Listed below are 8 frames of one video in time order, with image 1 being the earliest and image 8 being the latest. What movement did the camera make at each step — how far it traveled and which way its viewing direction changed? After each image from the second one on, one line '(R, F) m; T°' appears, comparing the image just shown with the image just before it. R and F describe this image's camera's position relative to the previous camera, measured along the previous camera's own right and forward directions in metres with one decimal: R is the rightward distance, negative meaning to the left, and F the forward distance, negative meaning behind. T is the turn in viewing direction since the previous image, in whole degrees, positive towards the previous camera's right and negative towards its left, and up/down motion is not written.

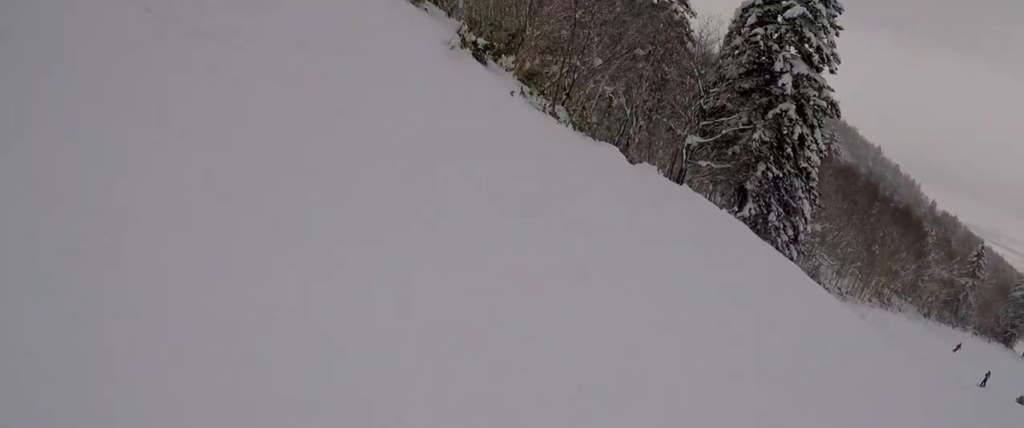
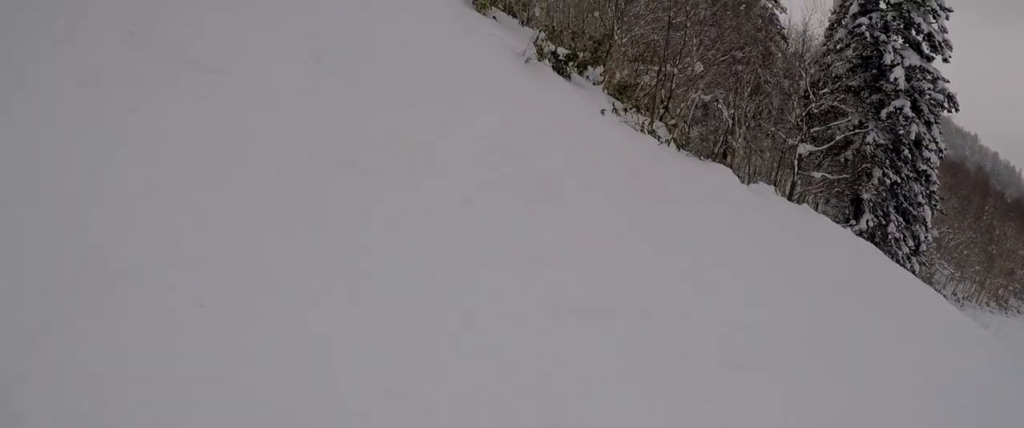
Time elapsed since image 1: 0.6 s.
(-0.3, +2.6) m; -8°
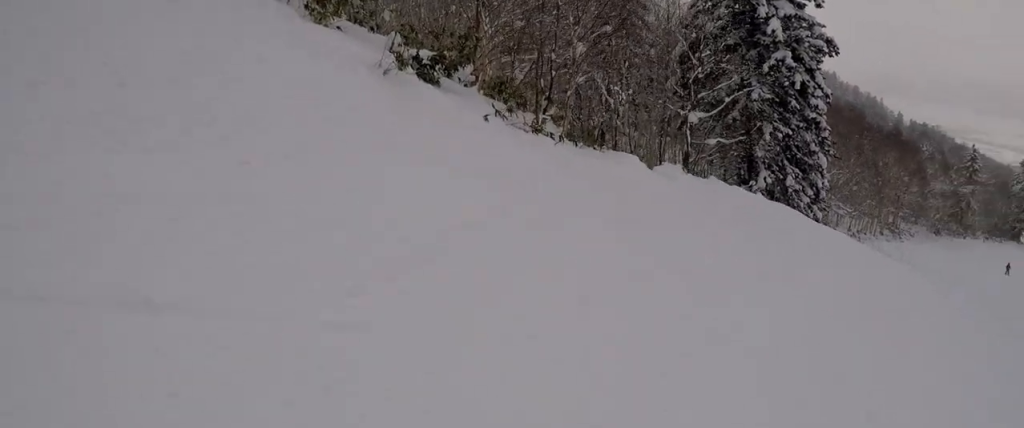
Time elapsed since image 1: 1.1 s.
(-0.1, +1.8) m; +8°
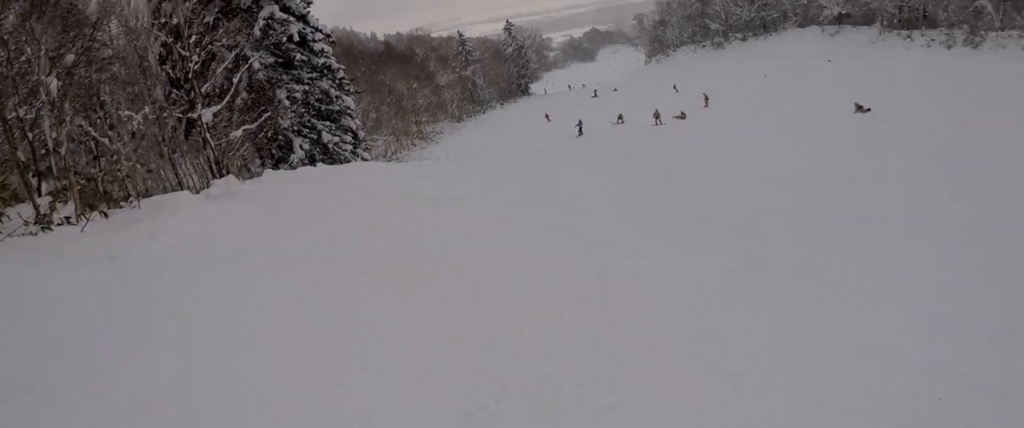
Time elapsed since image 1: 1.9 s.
(+0.1, +2.6) m; +28°
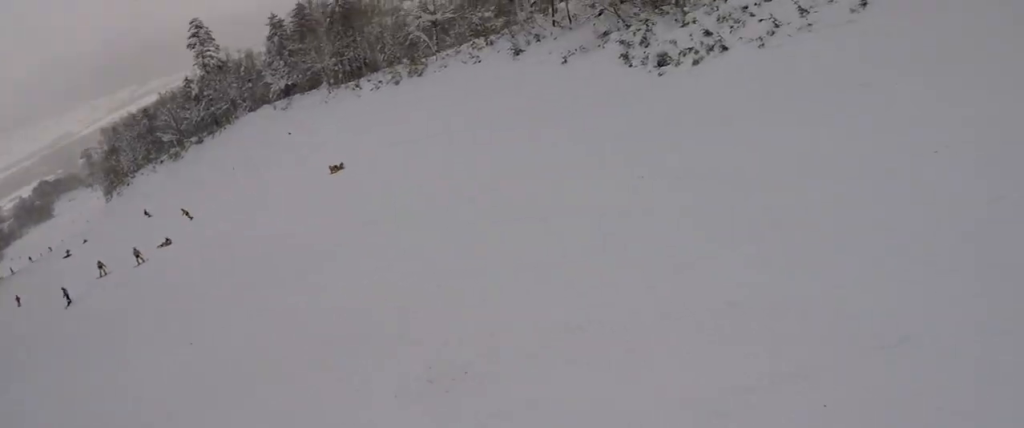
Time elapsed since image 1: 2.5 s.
(+0.4, +1.3) m; +30°
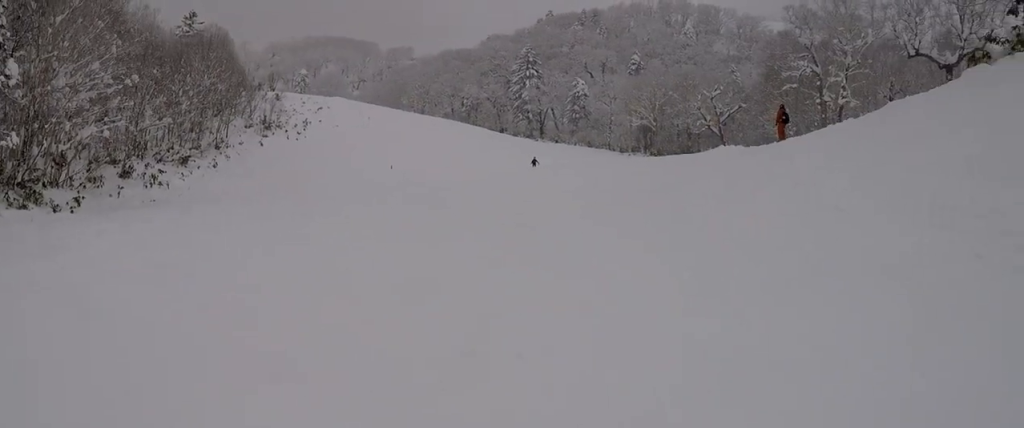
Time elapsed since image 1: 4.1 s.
(+2.2, +3.0) m; +57°
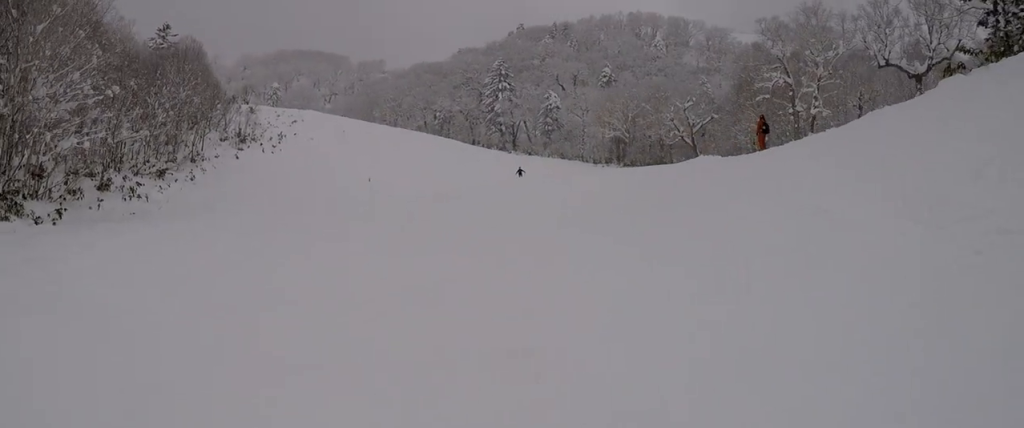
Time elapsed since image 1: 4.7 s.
(0.0, +1.0) m; +10°
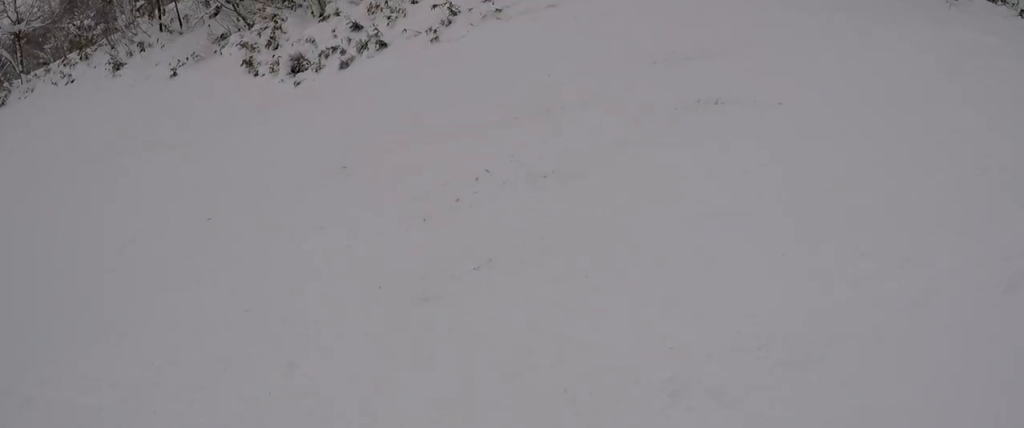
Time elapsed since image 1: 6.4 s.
(+1.1, +2.8) m; +38°
